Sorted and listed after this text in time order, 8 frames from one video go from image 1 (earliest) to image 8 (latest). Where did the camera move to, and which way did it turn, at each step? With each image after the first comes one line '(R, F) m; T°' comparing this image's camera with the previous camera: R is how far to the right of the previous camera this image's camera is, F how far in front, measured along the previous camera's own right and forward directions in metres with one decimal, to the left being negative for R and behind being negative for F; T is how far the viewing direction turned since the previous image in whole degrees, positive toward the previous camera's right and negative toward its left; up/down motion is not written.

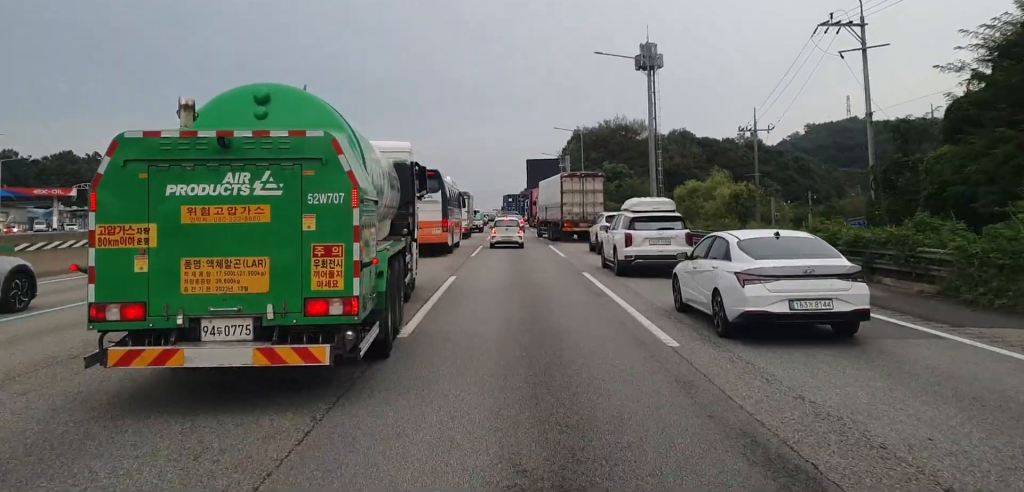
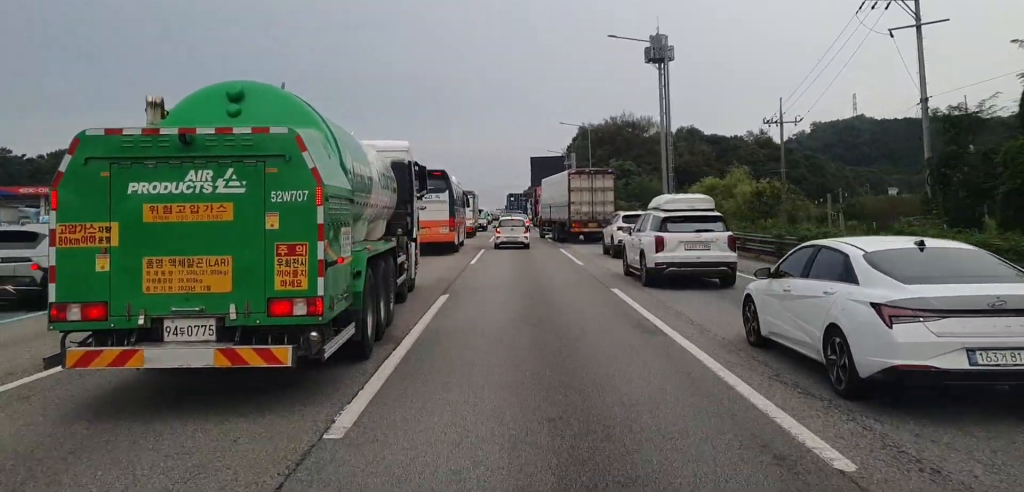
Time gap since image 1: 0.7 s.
(+0.2, +4.7) m; +2°
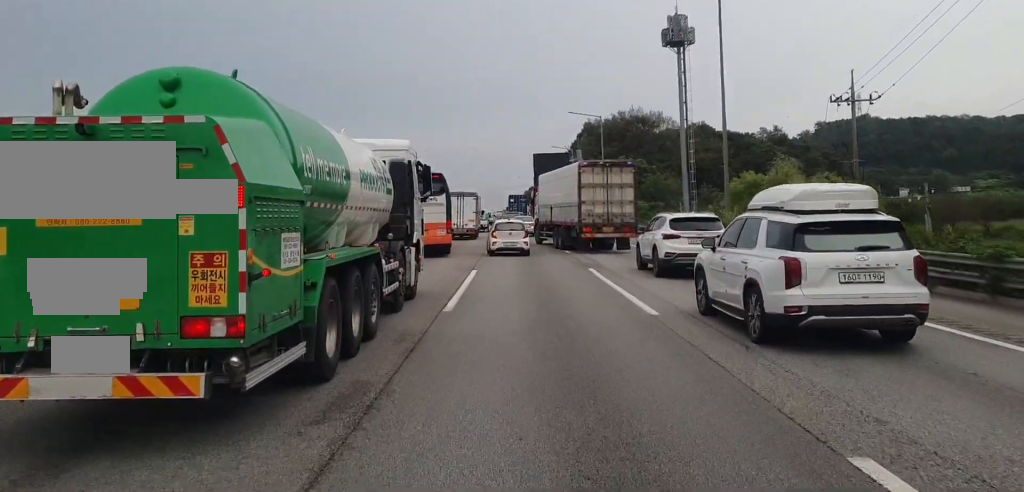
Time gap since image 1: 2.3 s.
(-0.4, +12.8) m; -2°
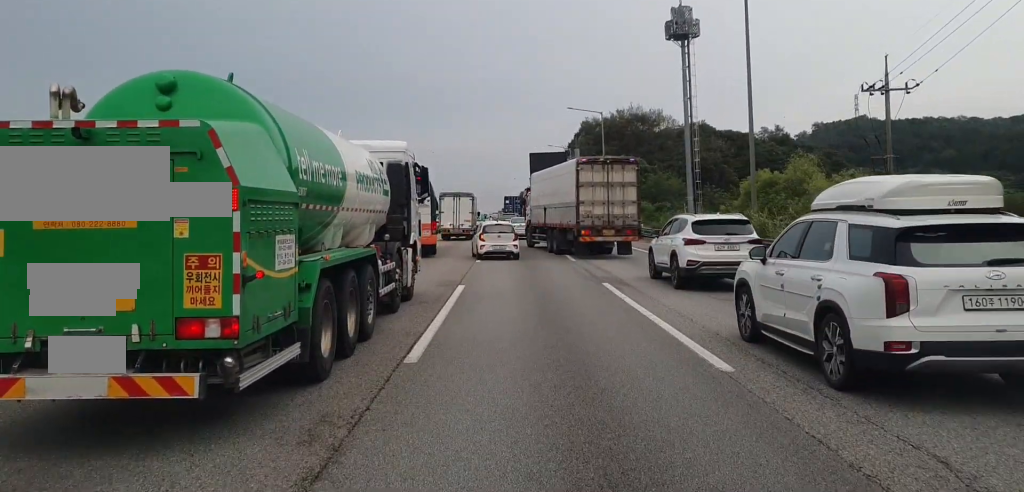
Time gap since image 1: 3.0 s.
(0.0, +4.5) m; 0°
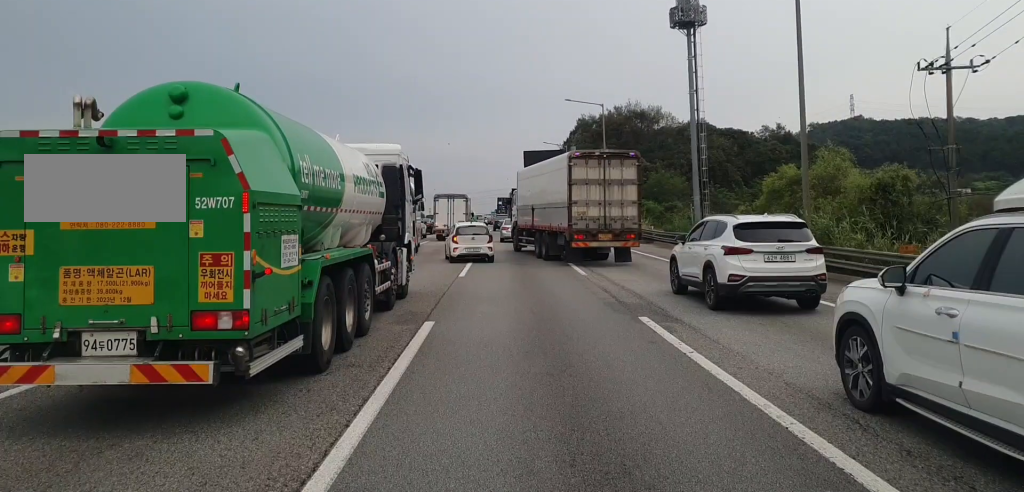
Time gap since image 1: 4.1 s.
(+0.2, +4.8) m; 0°
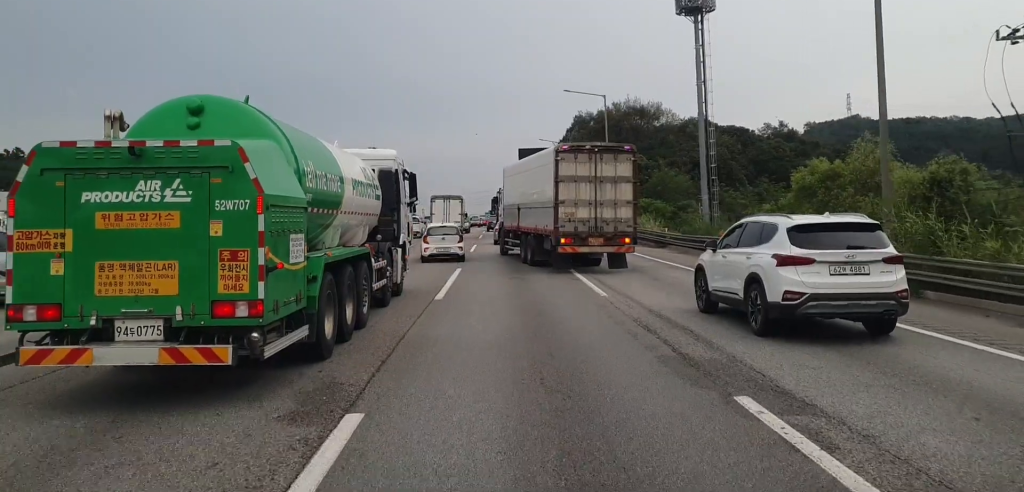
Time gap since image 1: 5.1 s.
(-0.2, +5.0) m; +1°
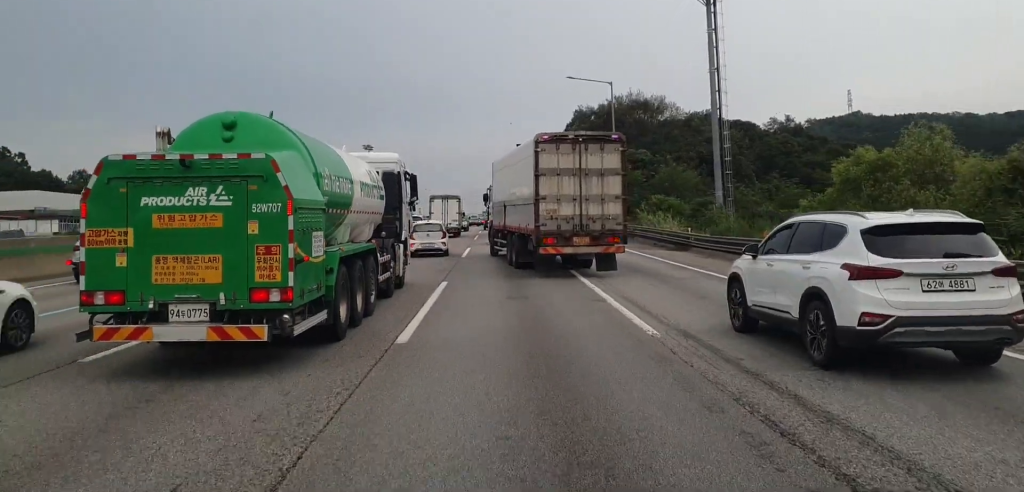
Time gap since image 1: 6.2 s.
(+0.2, +6.5) m; +1°
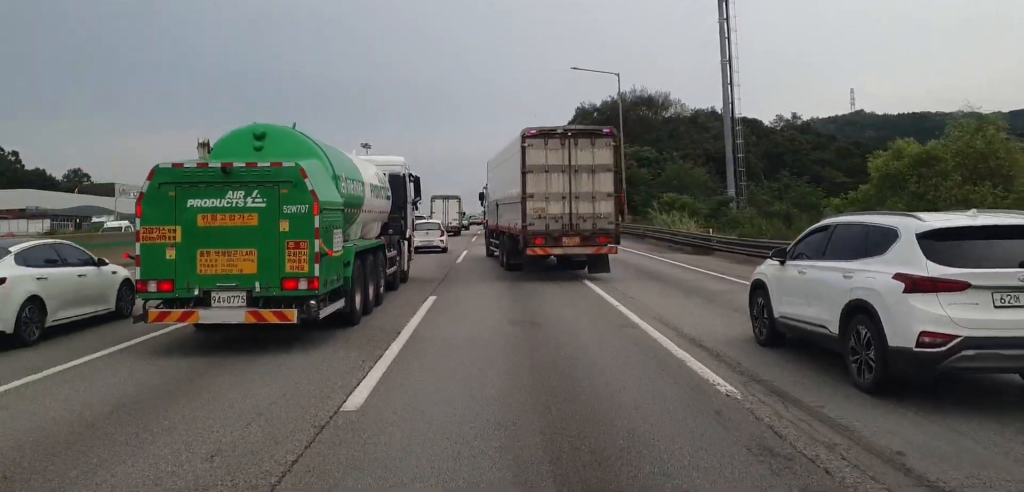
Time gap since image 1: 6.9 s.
(0.0, +4.0) m; -1°
